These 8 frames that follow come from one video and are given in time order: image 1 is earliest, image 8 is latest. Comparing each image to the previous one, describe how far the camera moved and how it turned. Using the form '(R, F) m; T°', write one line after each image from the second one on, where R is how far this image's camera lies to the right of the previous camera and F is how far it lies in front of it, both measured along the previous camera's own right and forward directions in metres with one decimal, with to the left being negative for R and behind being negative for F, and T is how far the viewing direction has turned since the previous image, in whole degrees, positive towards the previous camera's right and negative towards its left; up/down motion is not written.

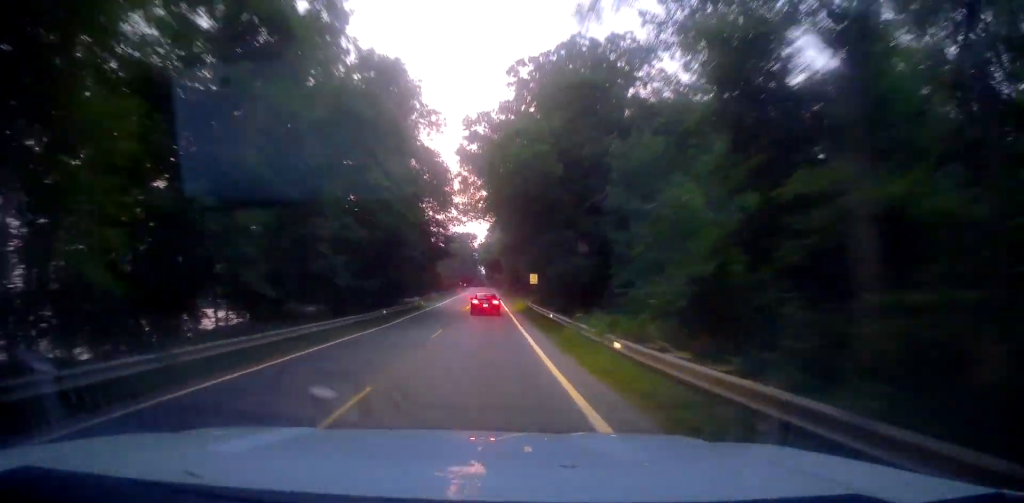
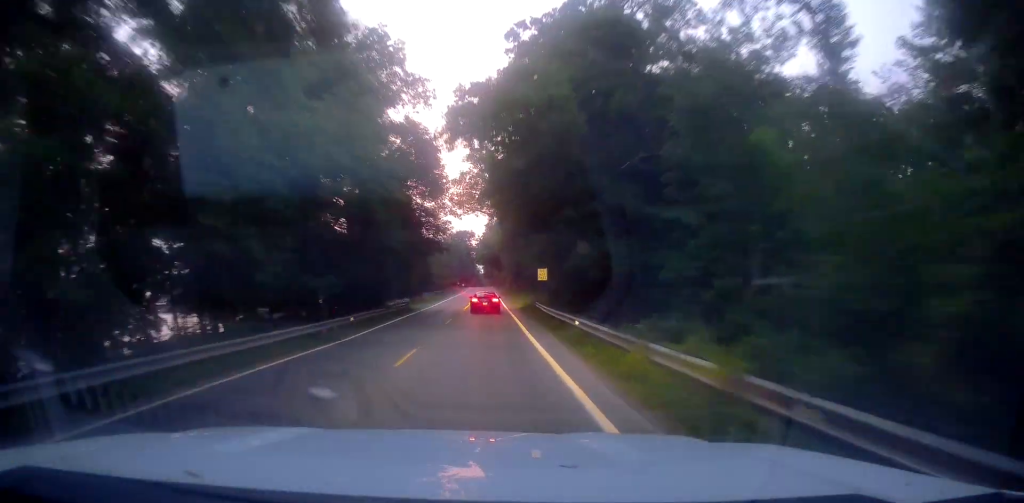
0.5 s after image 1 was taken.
(-0.1, +8.7) m; 0°
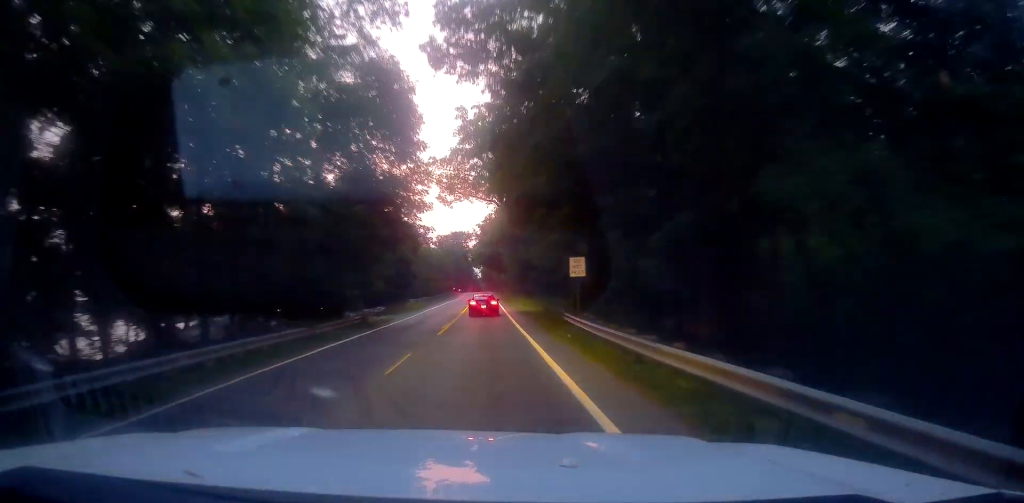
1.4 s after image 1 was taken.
(+0.2, +16.1) m; +1°
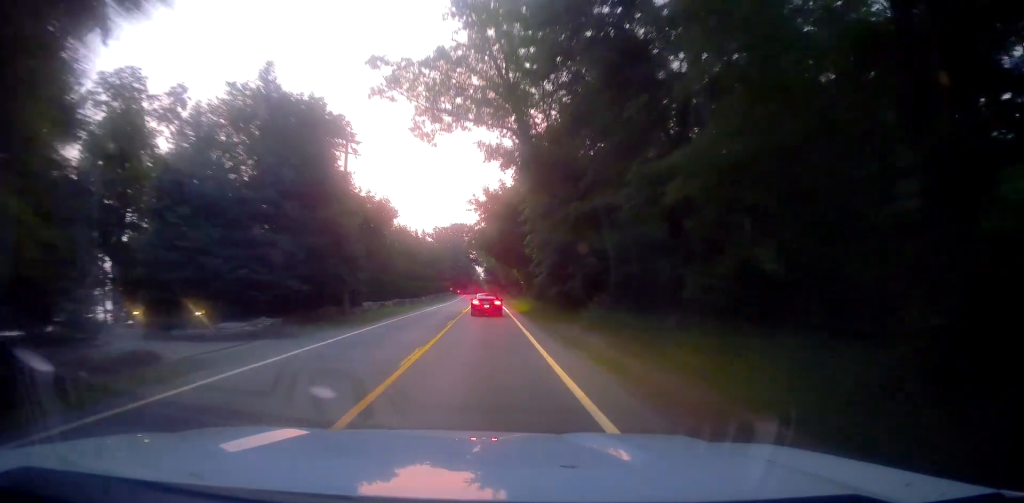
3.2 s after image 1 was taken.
(+0.3, +29.6) m; 0°
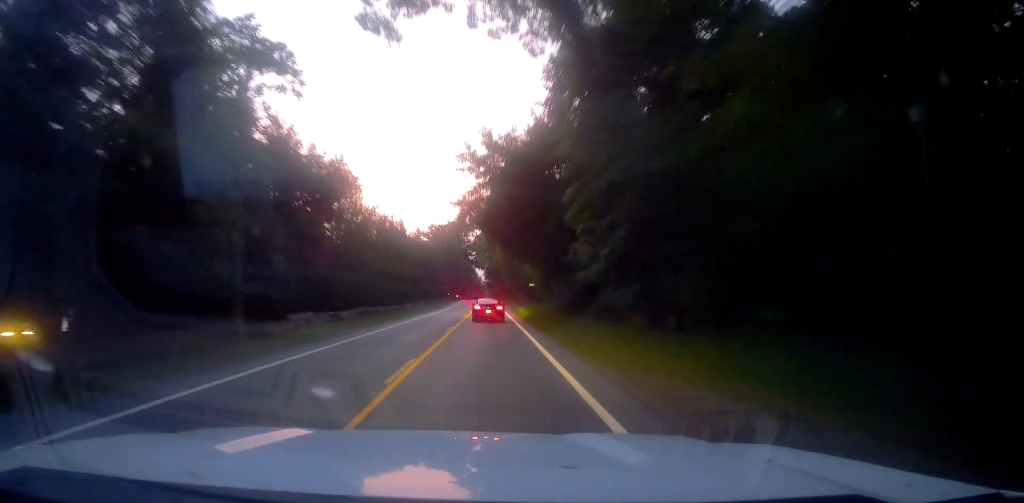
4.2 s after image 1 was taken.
(-0.2, +18.1) m; -2°
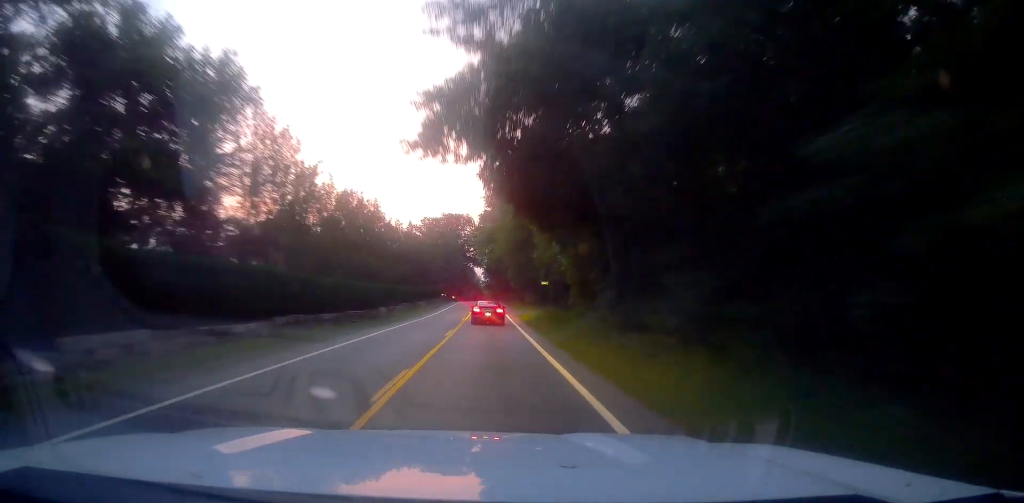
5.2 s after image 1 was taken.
(-0.3, +16.9) m; 0°
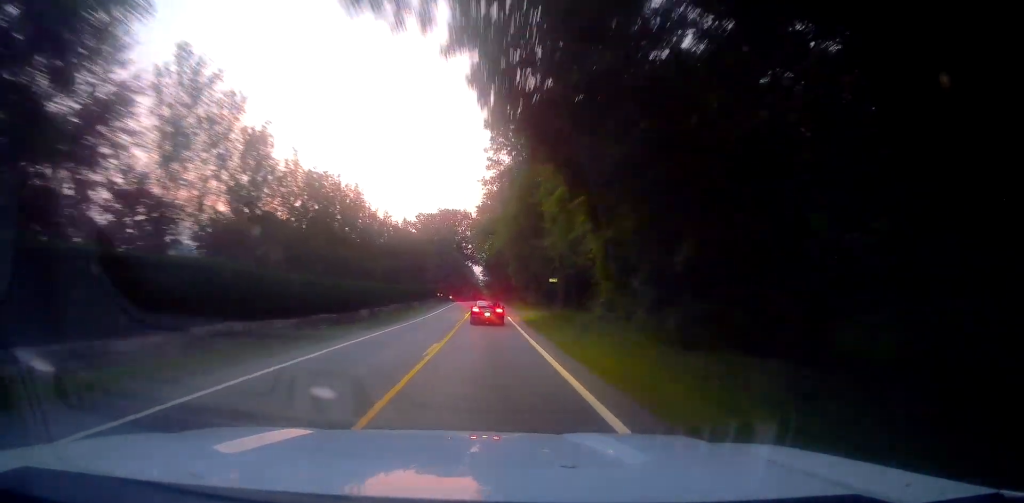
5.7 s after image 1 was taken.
(-0.2, +7.8) m; +1°
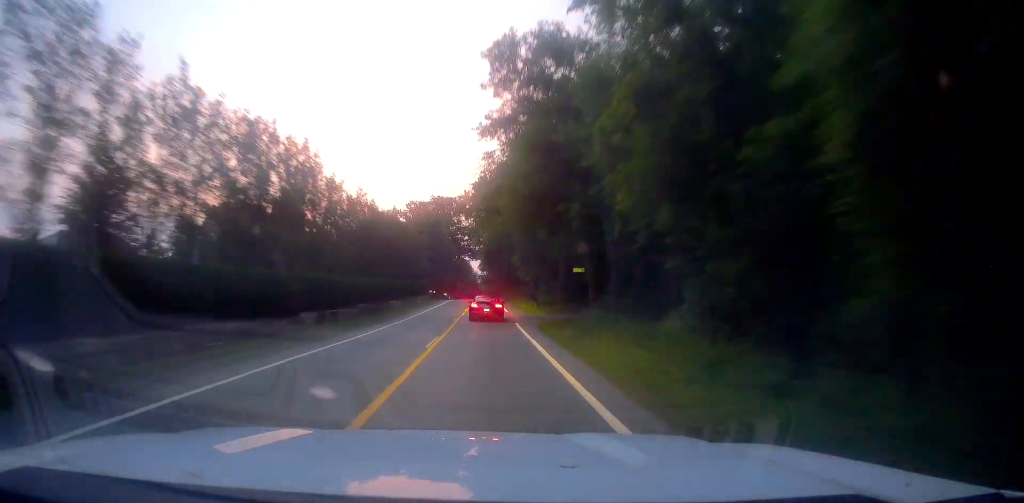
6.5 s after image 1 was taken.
(+0.6, +13.9) m; +1°
